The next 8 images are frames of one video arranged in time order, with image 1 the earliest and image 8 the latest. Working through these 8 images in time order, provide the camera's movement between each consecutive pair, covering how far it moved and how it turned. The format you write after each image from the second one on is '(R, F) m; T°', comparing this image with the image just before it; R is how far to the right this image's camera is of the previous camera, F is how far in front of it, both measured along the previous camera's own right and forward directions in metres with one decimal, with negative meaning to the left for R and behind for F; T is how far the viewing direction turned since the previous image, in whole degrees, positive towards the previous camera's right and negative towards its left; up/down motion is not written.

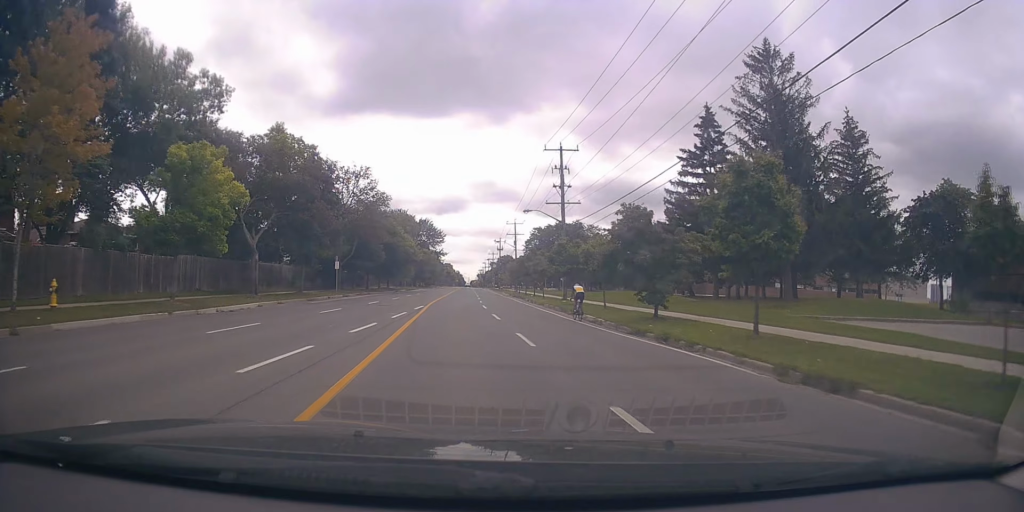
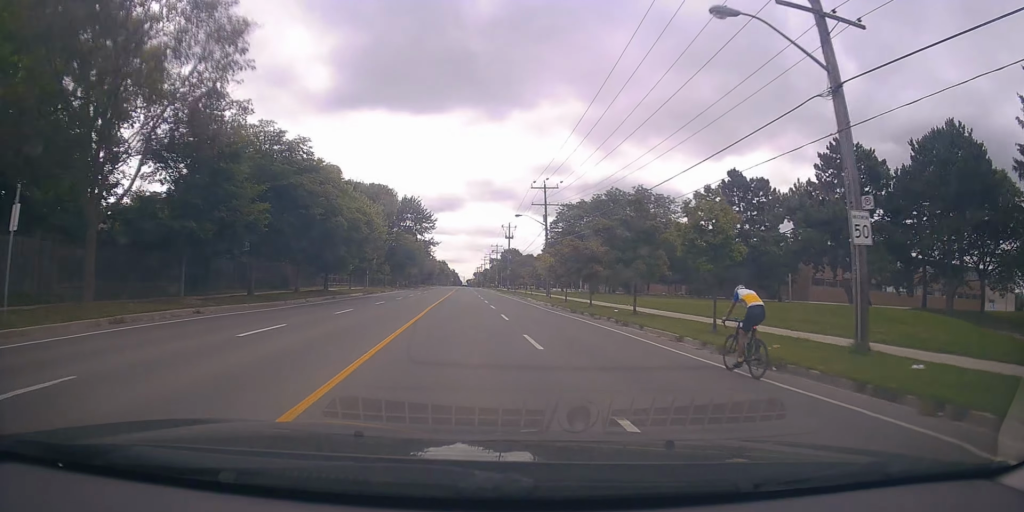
(-1.6, +36.1) m; -1°
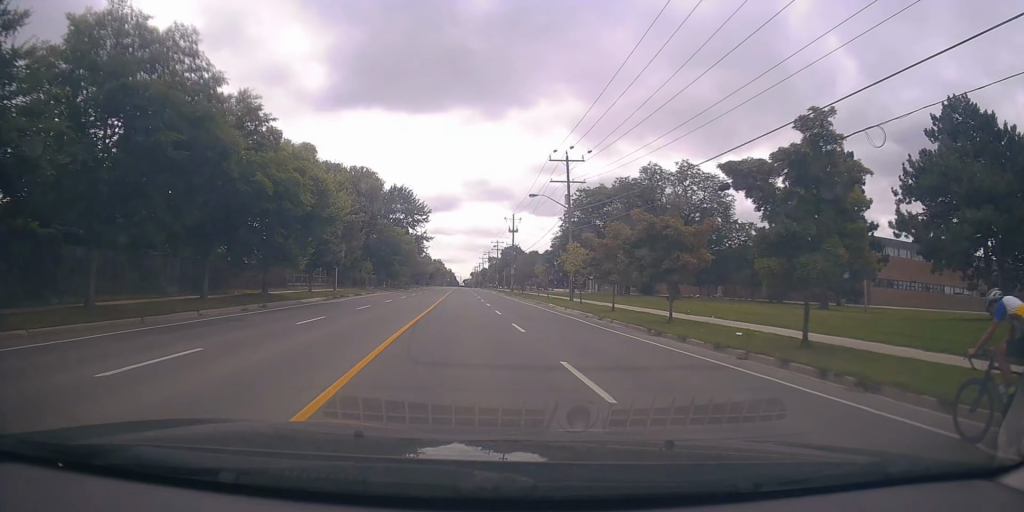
(-0.1, +14.0) m; 0°
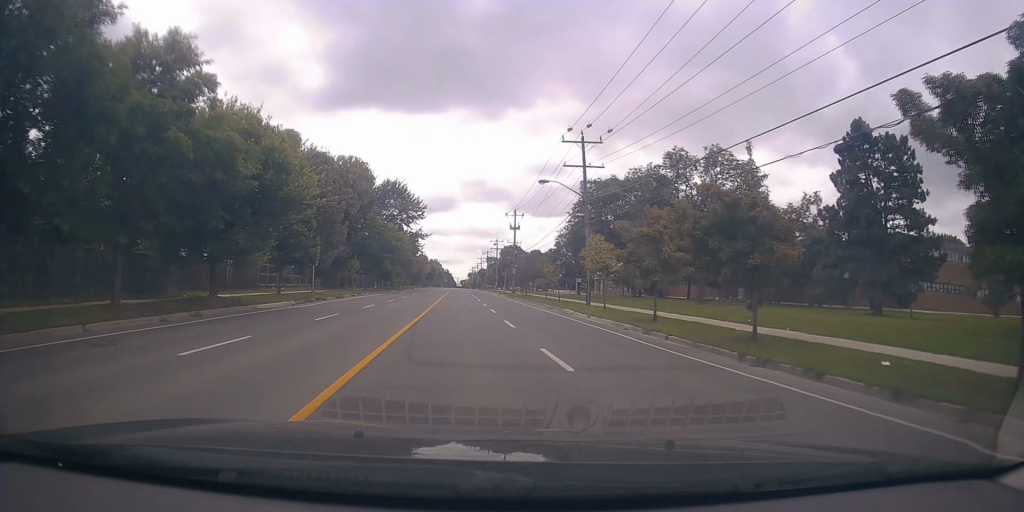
(-0.1, +6.8) m; 0°
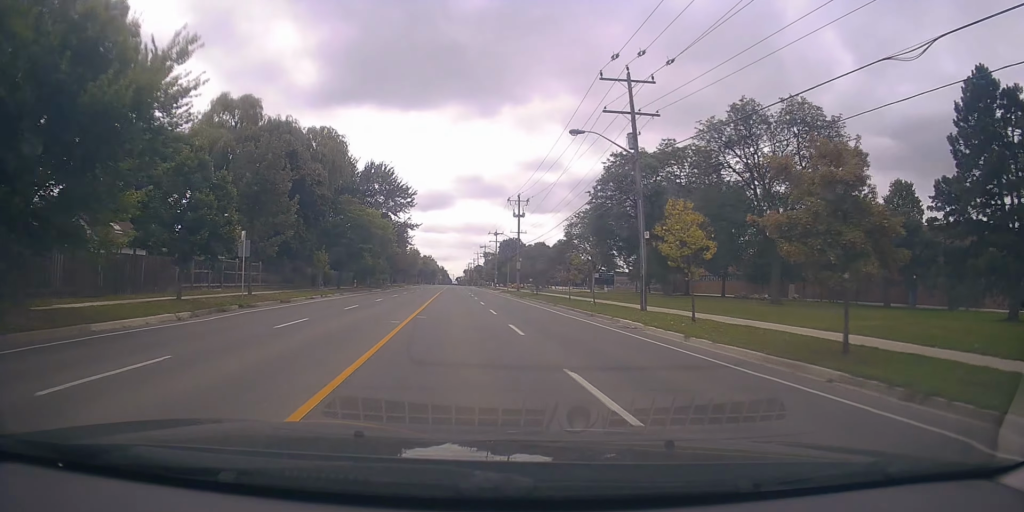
(+0.5, +12.7) m; 0°
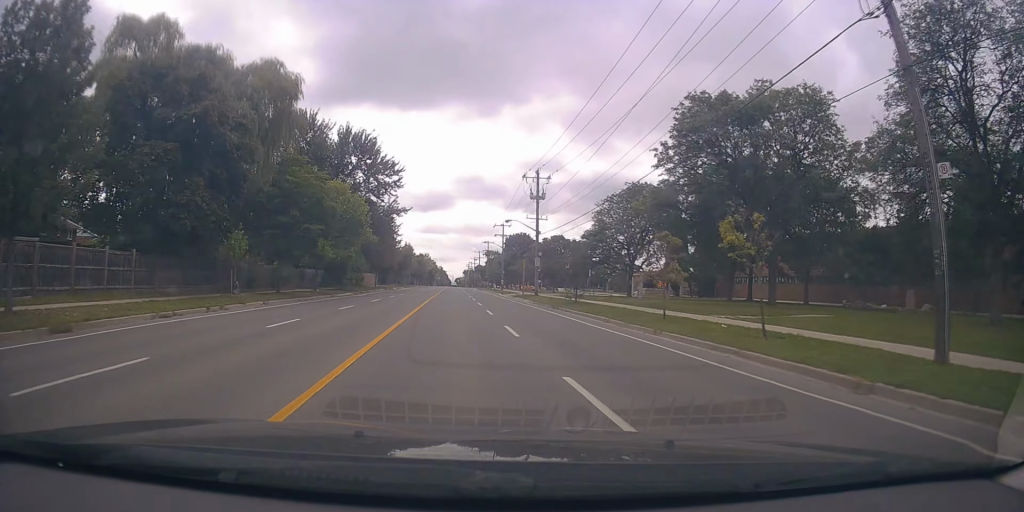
(-0.2, +18.4) m; +1°
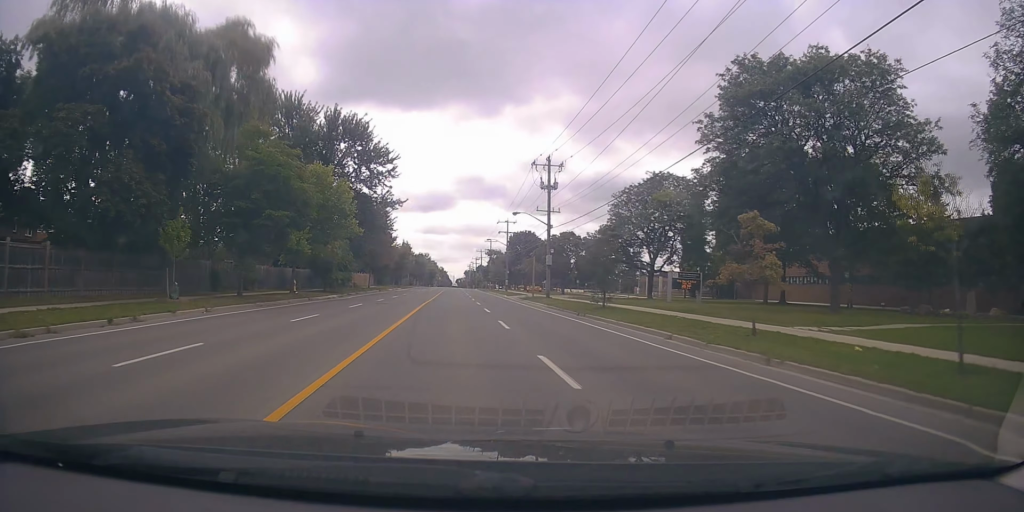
(+0.5, +6.8) m; -1°
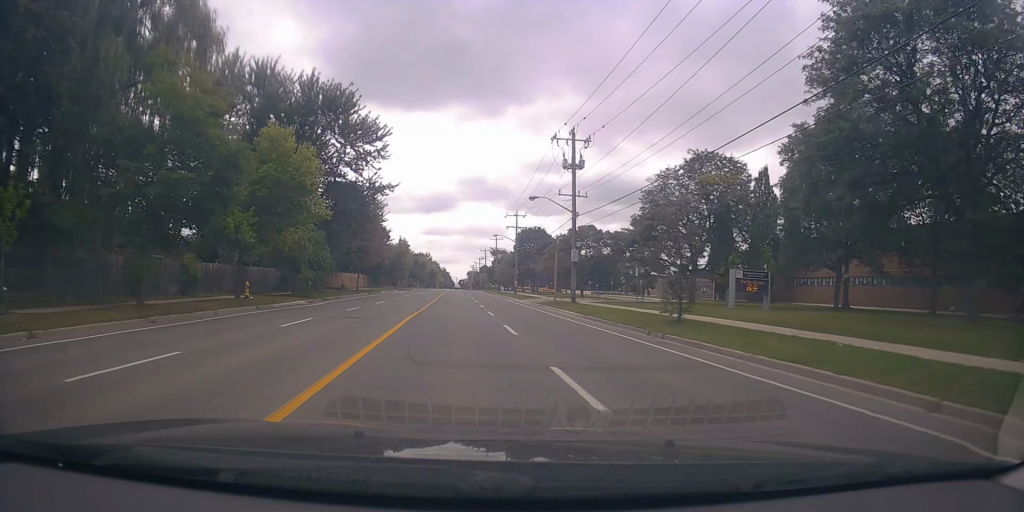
(-0.3, +10.2) m; -1°
